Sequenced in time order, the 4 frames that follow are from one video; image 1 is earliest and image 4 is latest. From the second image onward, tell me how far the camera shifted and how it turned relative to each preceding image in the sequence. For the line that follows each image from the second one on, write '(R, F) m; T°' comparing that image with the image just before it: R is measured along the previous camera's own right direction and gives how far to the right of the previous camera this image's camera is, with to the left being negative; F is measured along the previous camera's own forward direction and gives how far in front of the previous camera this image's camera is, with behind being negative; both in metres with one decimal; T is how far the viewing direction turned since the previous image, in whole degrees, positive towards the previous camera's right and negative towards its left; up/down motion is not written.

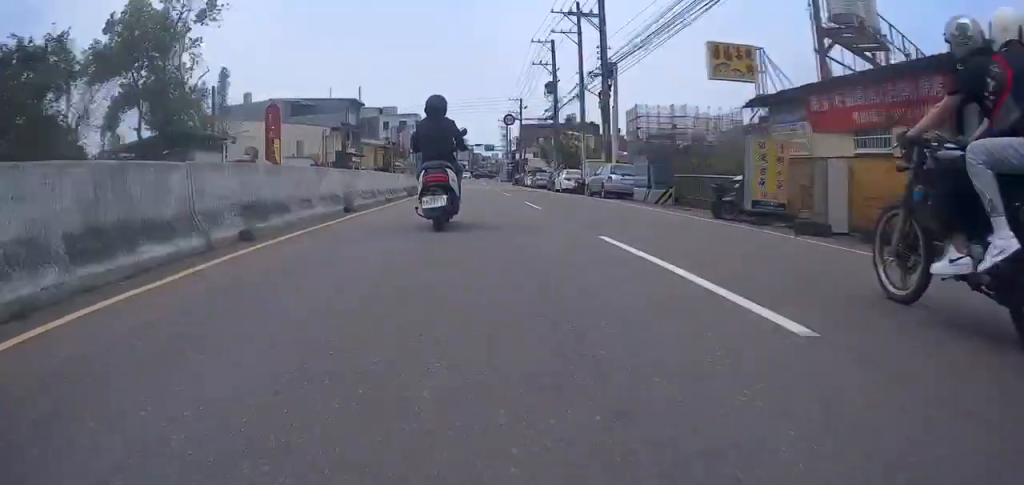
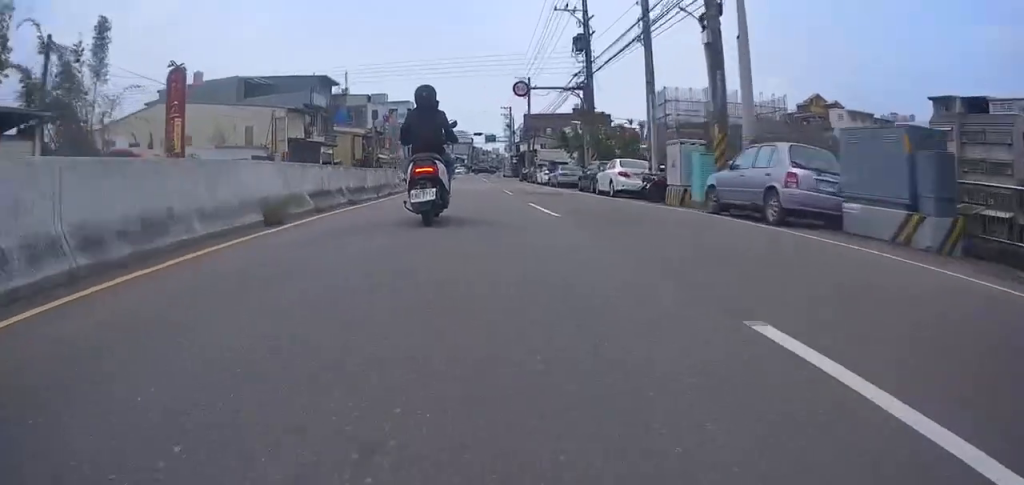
(+0.2, +13.1) m; -2°
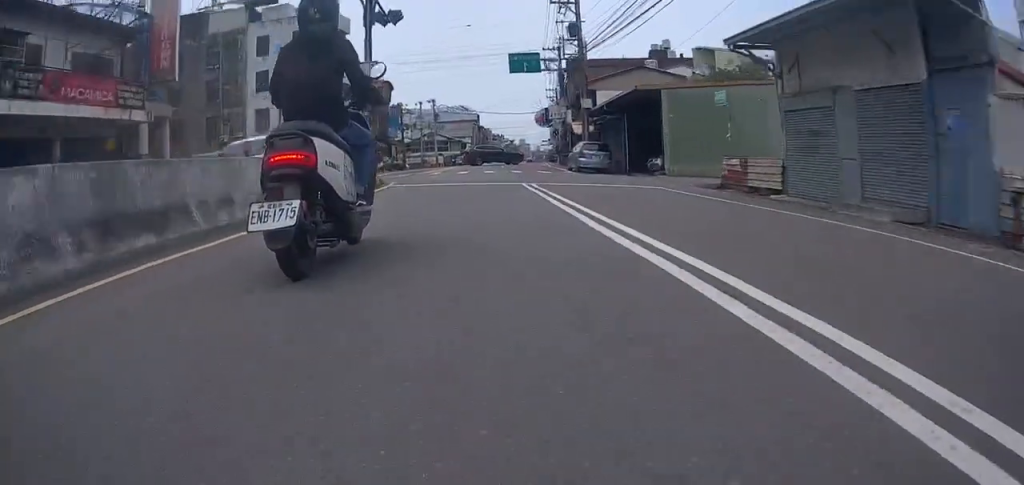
(-1.8, +70.2) m; -3°
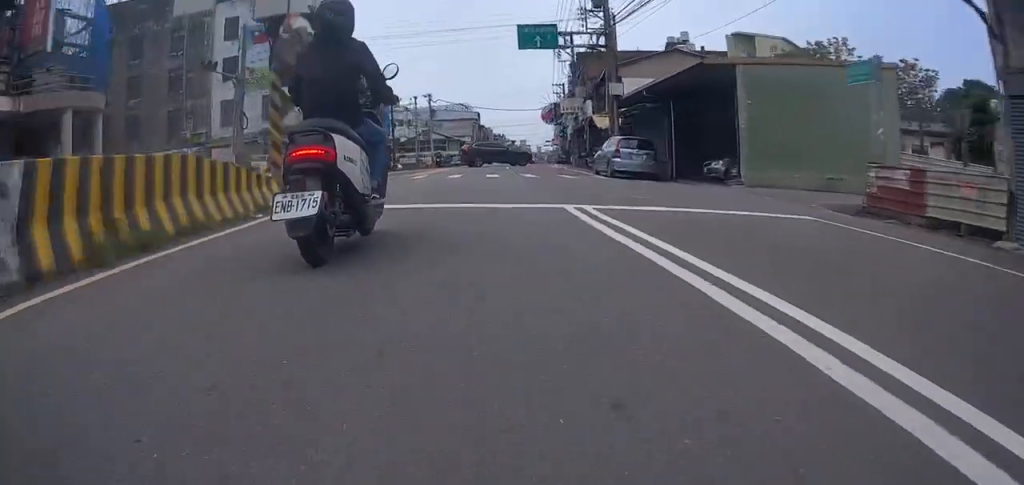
(0.0, +11.1) m; 0°
